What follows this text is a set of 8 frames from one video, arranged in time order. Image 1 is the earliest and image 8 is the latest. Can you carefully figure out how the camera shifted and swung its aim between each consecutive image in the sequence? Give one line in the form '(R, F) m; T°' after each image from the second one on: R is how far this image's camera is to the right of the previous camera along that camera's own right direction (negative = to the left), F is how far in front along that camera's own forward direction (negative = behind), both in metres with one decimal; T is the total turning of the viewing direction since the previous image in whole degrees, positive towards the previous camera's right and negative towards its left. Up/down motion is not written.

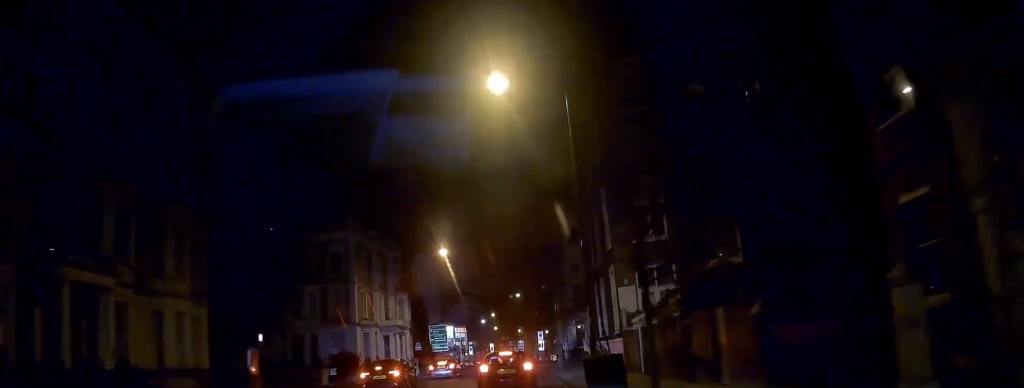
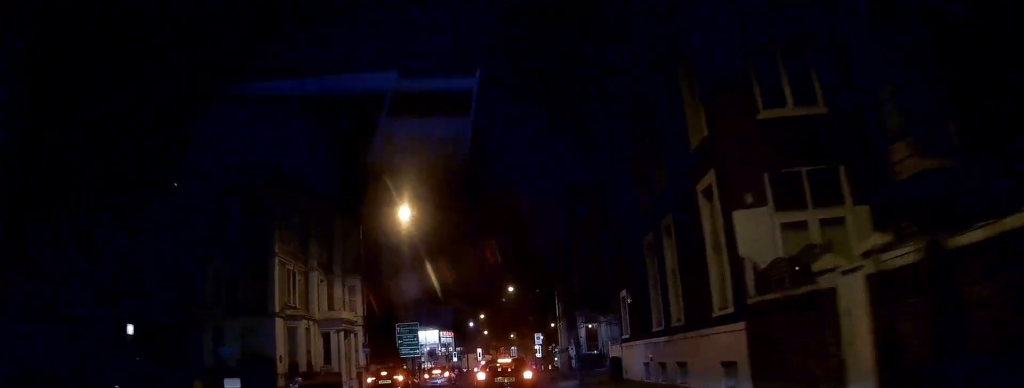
(+0.1, +15.9) m; +1°
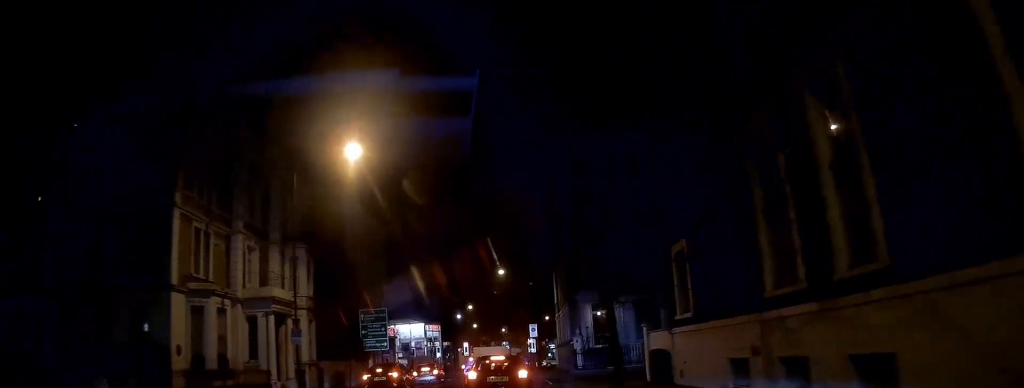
(+0.1, +10.5) m; +1°
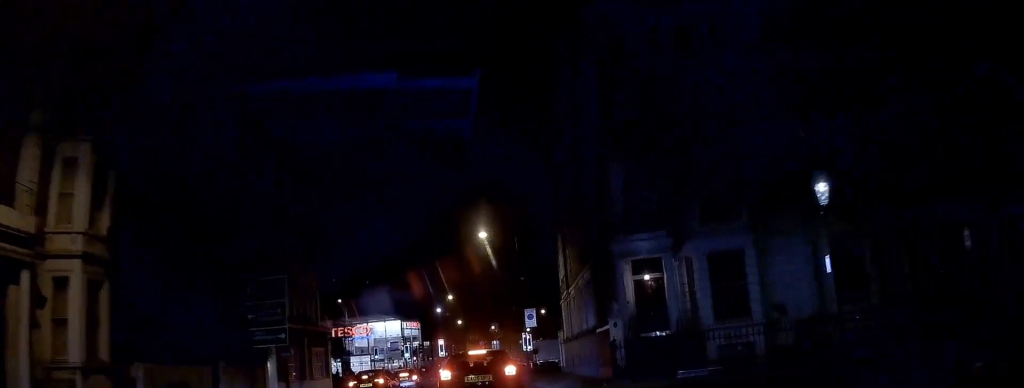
(0.0, +18.9) m; 0°
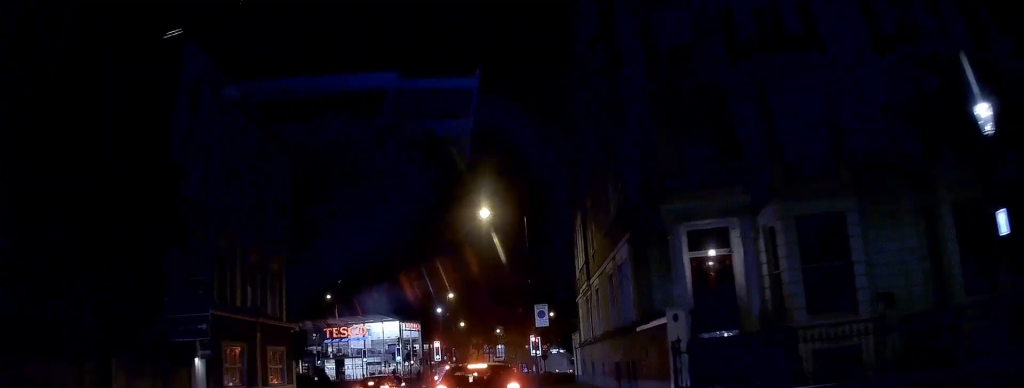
(0.0, +8.2) m; 0°
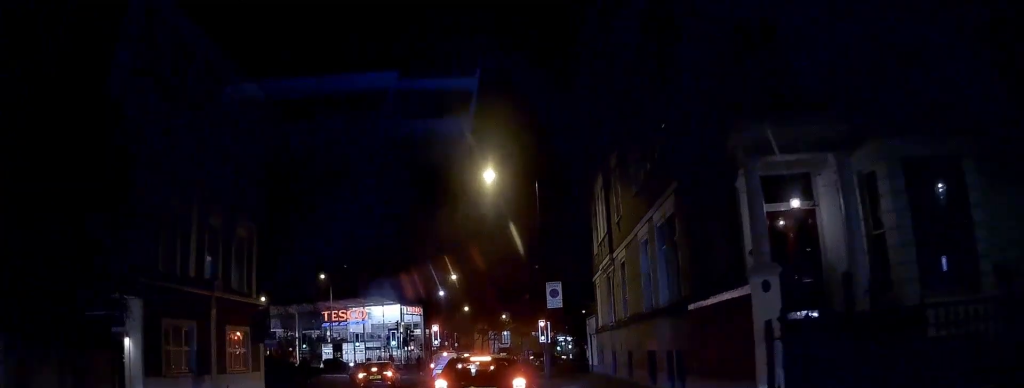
(0.0, +5.1) m; -2°
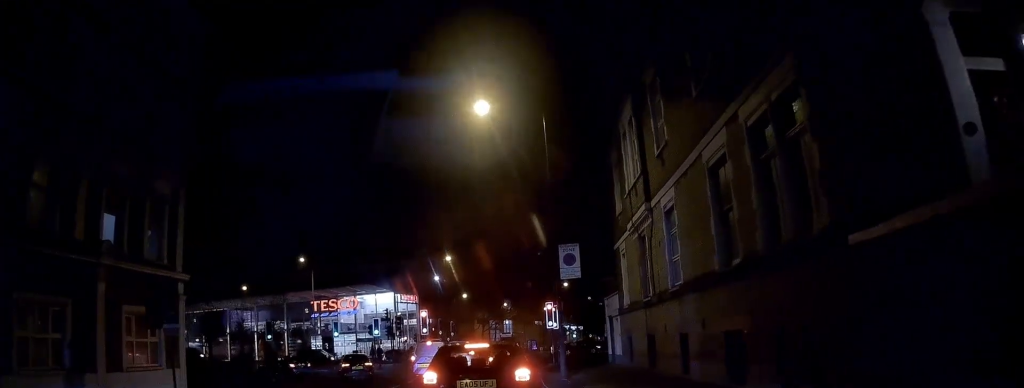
(-0.2, +7.4) m; -1°
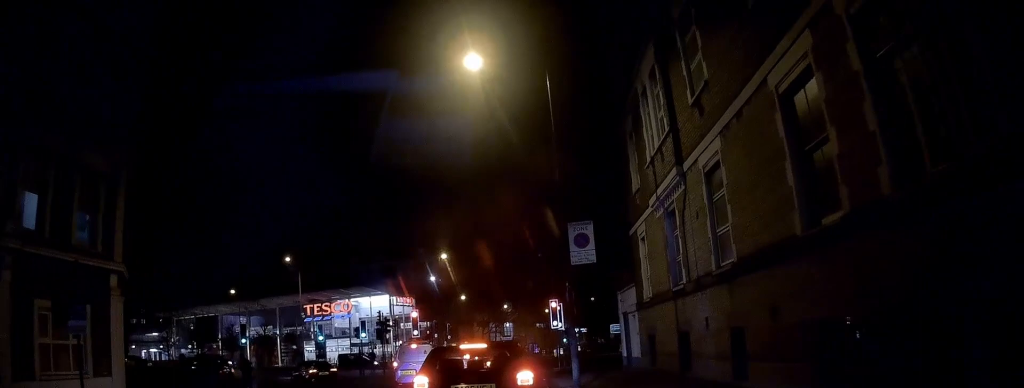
(0.0, +4.2) m; +1°
